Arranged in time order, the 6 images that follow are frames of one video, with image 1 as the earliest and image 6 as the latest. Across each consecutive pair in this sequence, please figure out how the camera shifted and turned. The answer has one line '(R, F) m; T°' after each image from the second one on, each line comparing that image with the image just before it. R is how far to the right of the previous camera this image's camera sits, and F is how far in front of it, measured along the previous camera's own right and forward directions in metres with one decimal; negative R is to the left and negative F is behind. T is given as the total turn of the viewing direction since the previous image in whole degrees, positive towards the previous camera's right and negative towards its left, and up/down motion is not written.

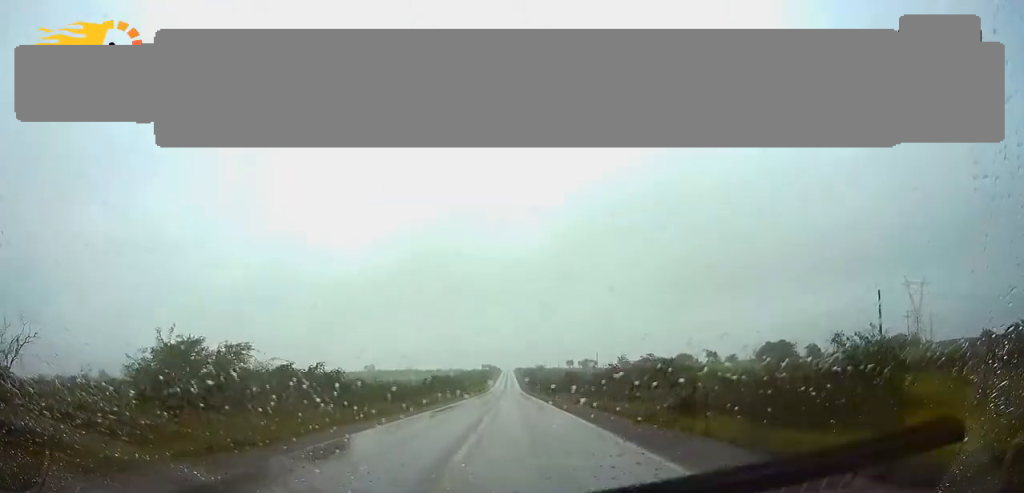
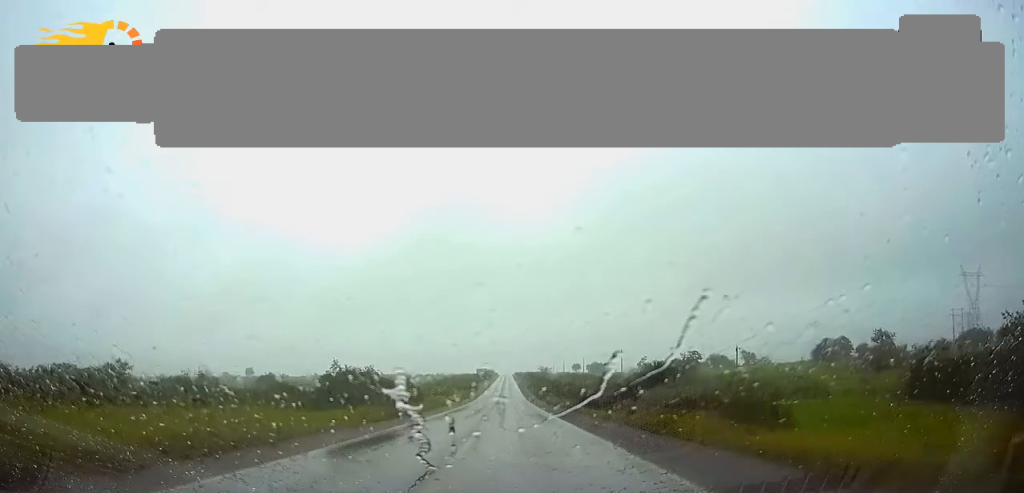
(+0.1, +58.6) m; 0°
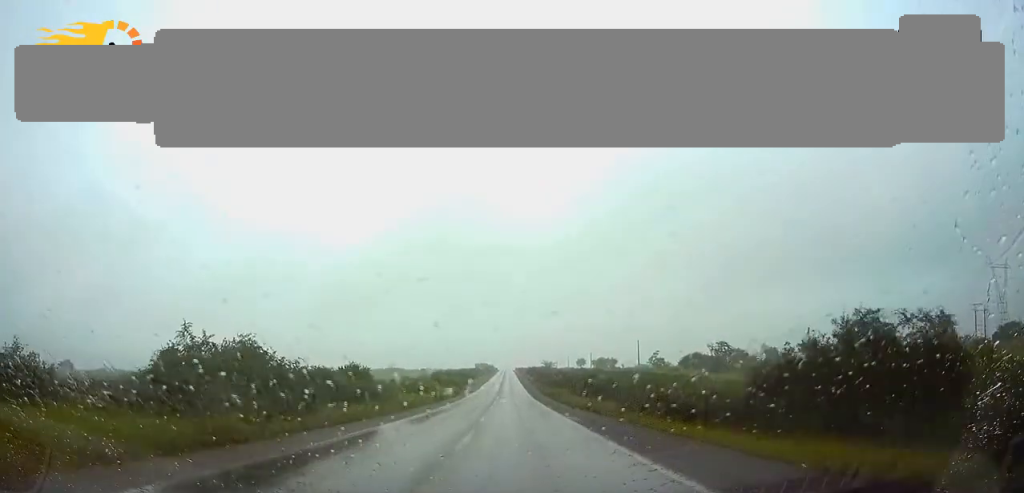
(-0.1, +24.7) m; 0°
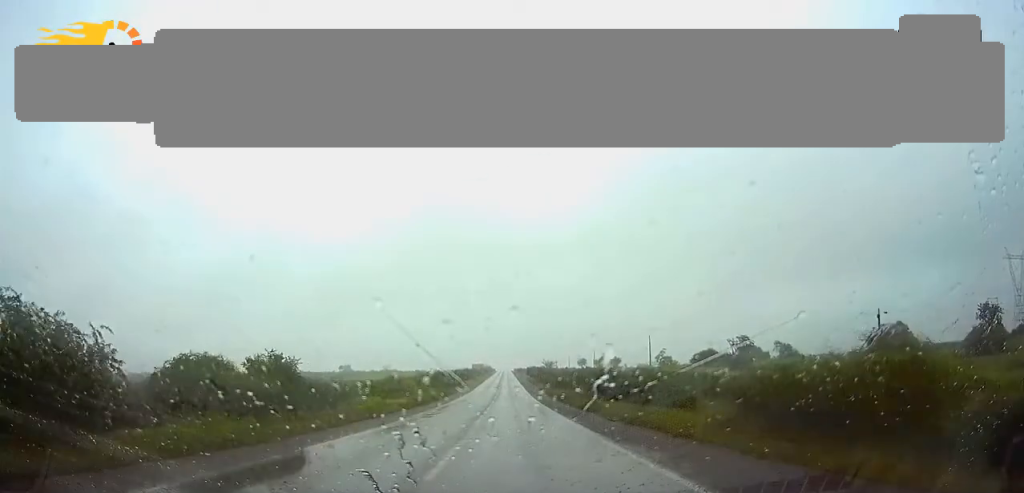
(-0.1, +16.2) m; 0°
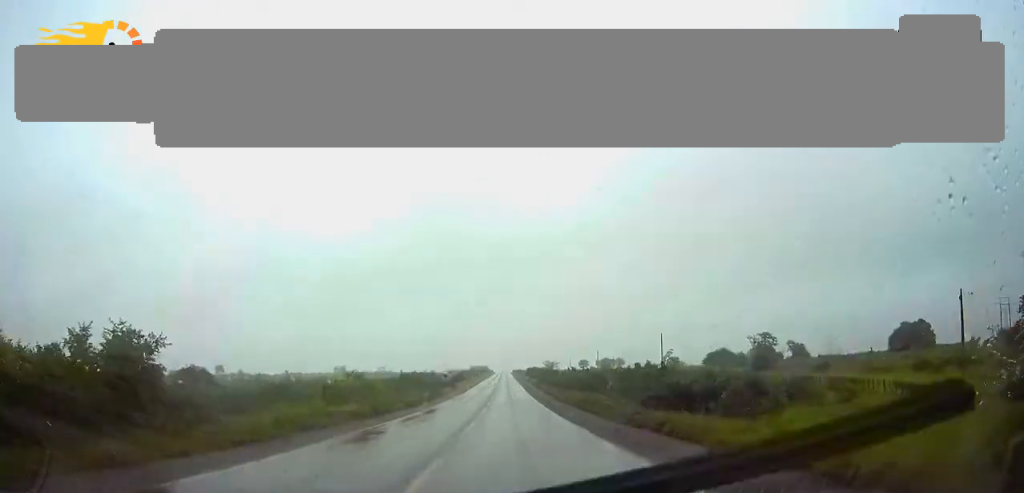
(+0.1, +13.6) m; 0°
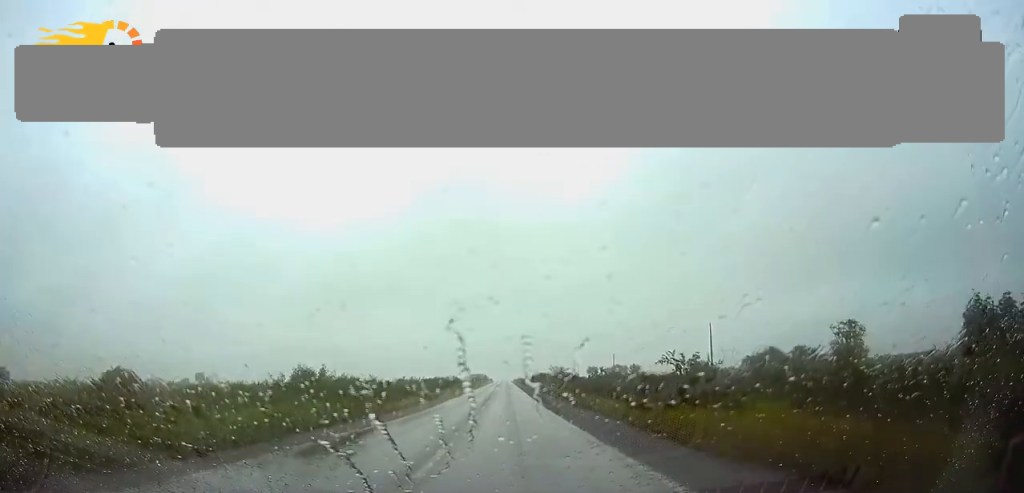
(0.0, +35.0) m; 0°
